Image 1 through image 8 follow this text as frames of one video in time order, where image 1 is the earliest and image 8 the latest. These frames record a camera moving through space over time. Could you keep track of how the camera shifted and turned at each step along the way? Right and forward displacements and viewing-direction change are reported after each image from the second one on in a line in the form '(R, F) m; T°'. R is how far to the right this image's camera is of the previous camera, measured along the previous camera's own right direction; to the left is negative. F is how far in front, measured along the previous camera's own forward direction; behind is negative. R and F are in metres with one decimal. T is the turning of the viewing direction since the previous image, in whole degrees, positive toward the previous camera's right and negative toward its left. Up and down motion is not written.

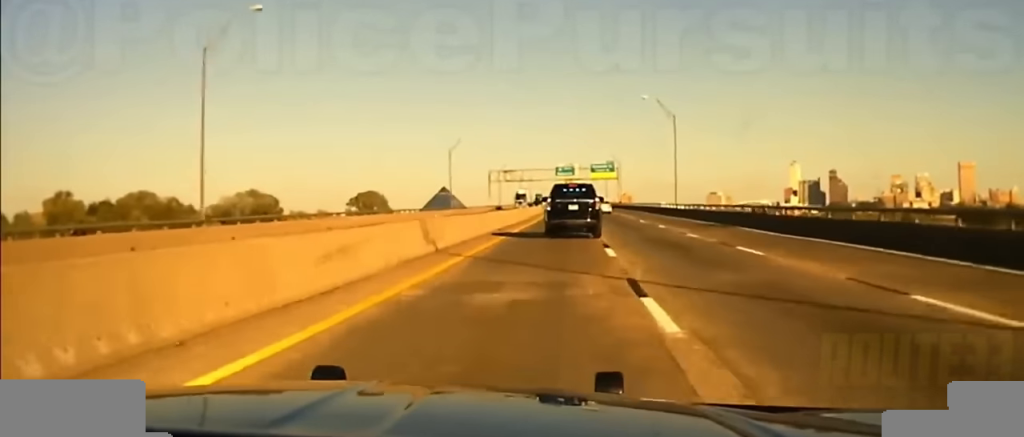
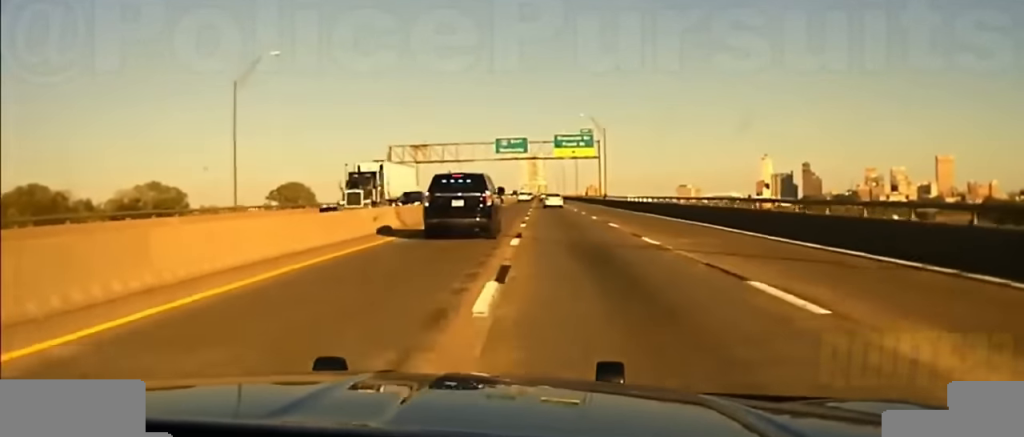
(+0.9, +81.5) m; +2°
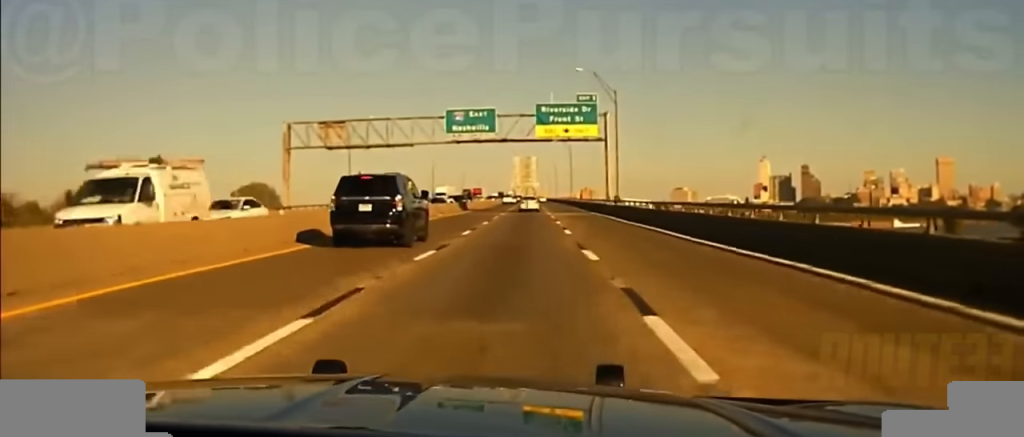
(+0.1, +32.7) m; -1°
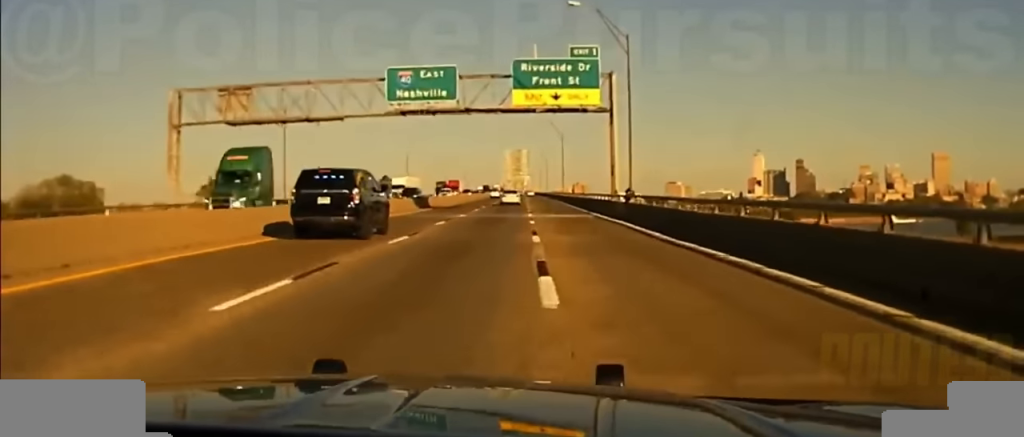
(-0.2, +14.7) m; -1°
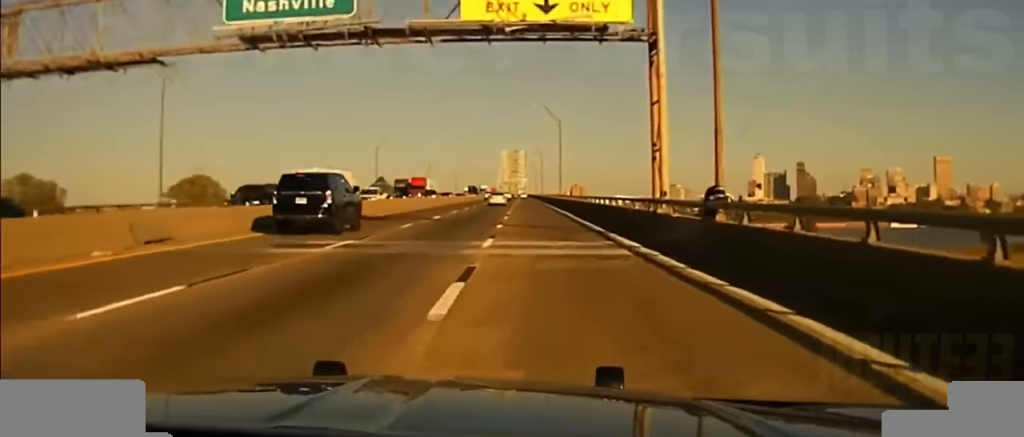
(-0.2, +19.8) m; +1°
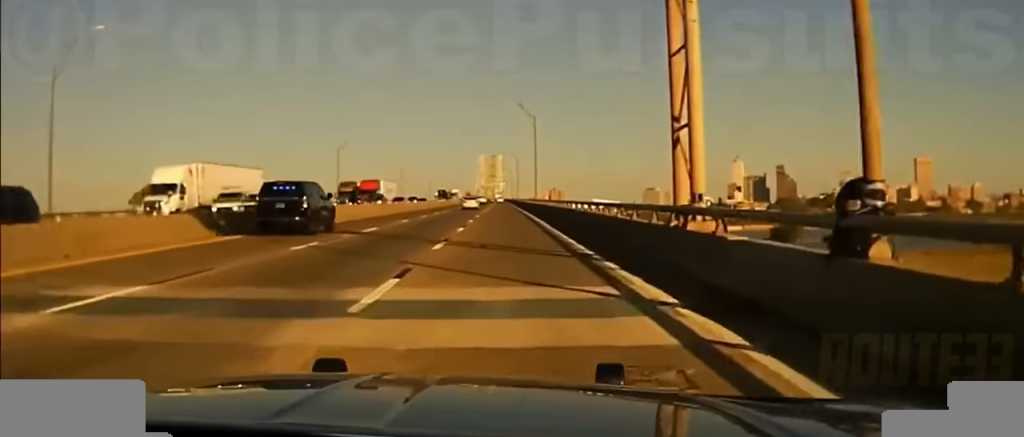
(+0.3, +9.7) m; +2°
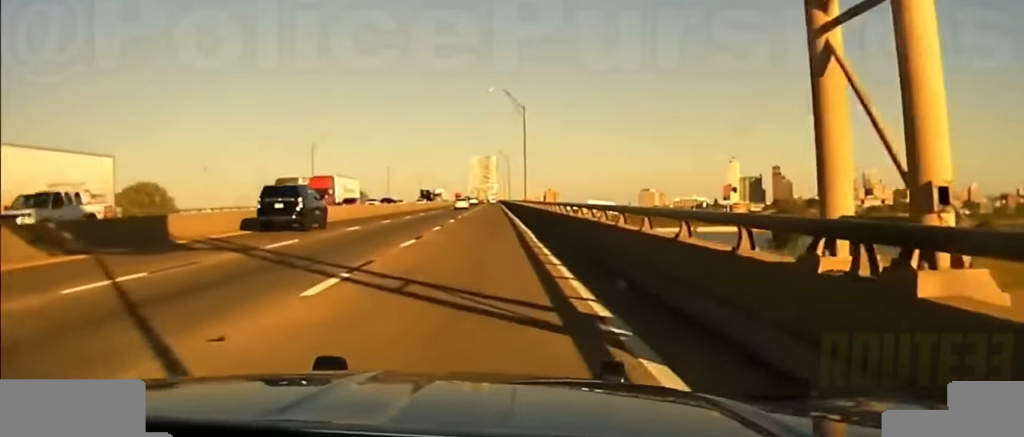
(+0.2, +10.5) m; -5°
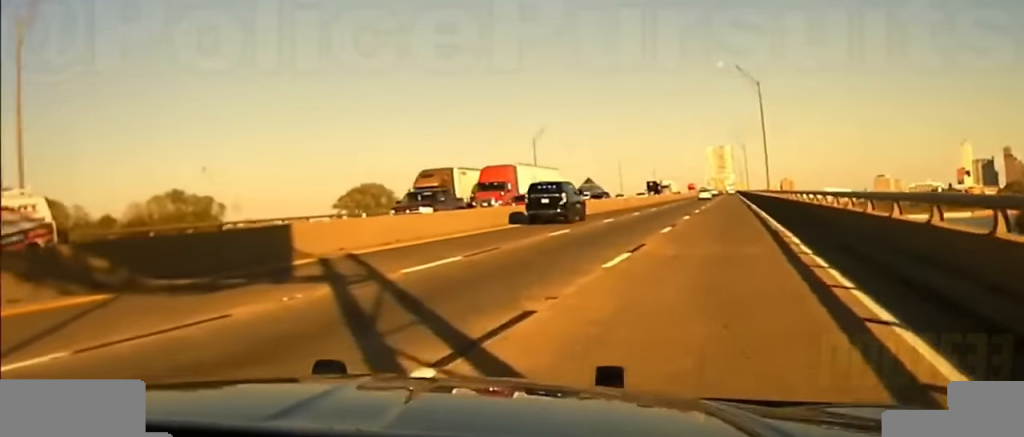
(-0.5, +9.3) m; -15°
